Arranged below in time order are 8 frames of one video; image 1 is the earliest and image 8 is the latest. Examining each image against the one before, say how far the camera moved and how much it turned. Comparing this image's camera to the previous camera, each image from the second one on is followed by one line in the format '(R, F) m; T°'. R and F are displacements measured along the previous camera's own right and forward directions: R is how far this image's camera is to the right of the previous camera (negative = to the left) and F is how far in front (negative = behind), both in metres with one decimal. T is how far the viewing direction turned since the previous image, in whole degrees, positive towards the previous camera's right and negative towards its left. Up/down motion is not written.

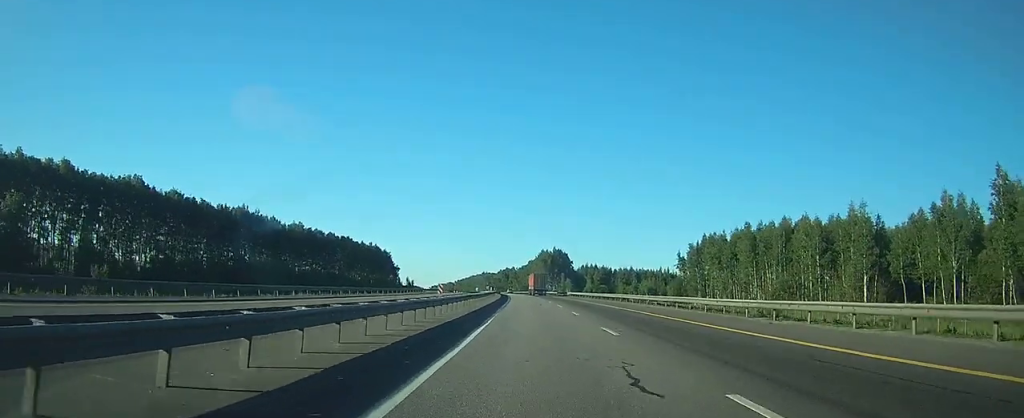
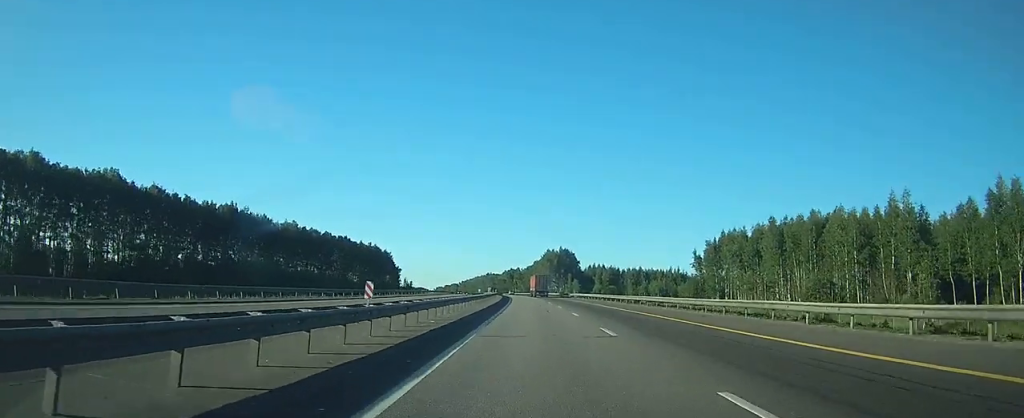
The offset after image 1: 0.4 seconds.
(-0.1, +11.9) m; 0°
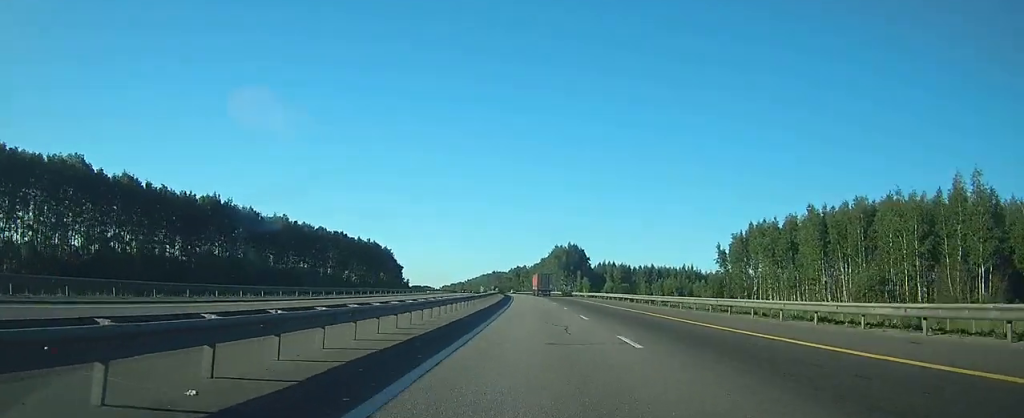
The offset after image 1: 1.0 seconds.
(-0.1, +15.6) m; -1°
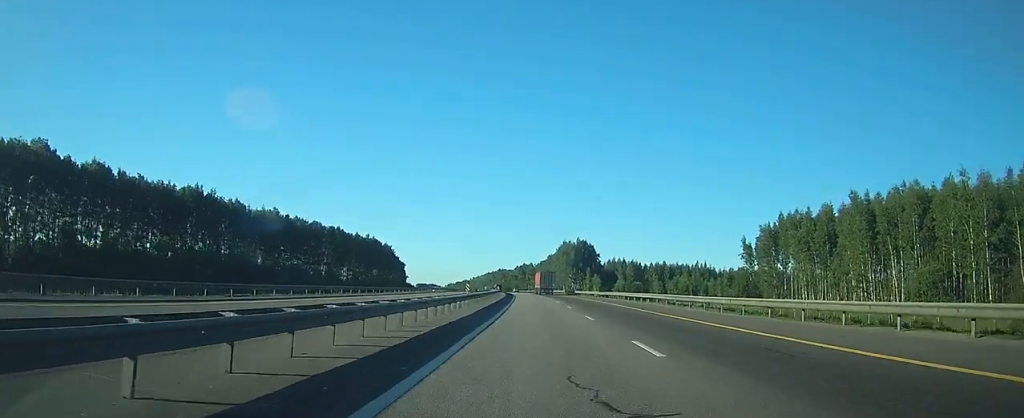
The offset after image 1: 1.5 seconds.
(0.0, +13.8) m; -1°
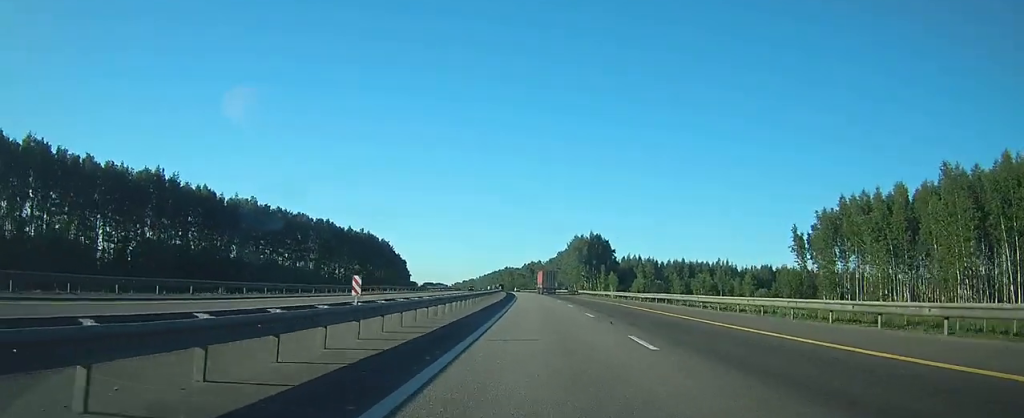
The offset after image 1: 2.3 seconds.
(-0.2, +23.0) m; -1°
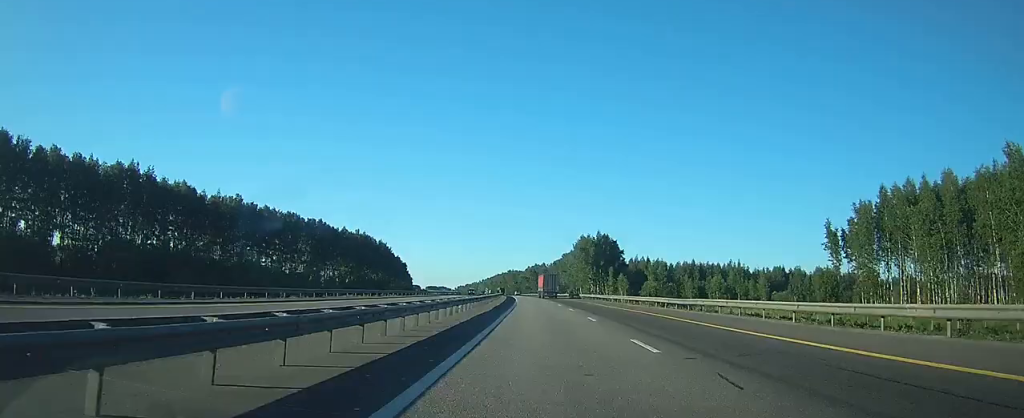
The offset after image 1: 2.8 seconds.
(0.0, +12.0) m; -1°
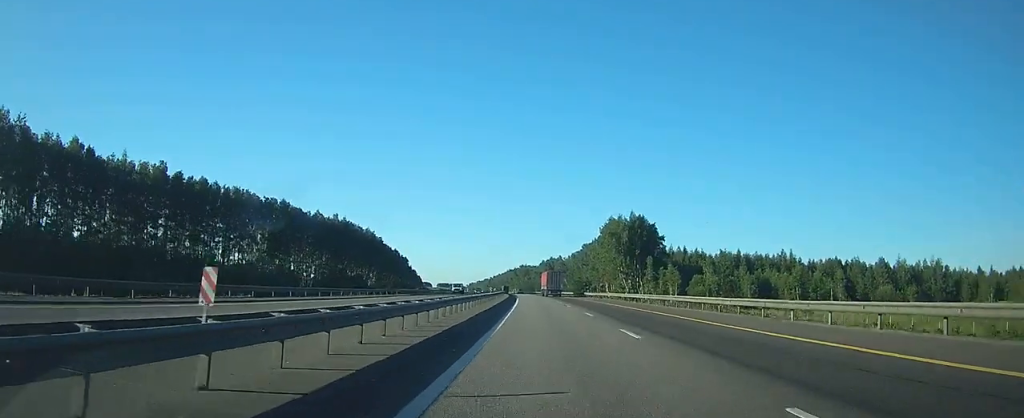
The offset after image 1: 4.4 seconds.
(-0.7, +44.6) m; -2°
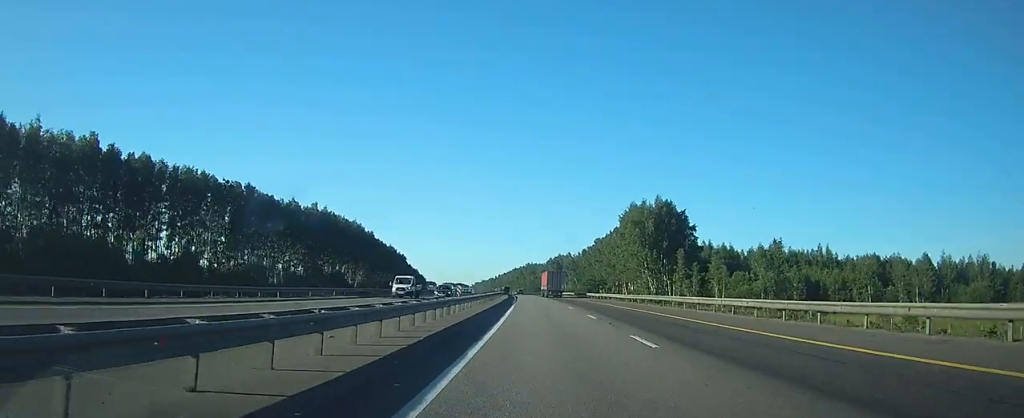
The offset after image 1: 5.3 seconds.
(-0.2, +26.2) m; -1°
